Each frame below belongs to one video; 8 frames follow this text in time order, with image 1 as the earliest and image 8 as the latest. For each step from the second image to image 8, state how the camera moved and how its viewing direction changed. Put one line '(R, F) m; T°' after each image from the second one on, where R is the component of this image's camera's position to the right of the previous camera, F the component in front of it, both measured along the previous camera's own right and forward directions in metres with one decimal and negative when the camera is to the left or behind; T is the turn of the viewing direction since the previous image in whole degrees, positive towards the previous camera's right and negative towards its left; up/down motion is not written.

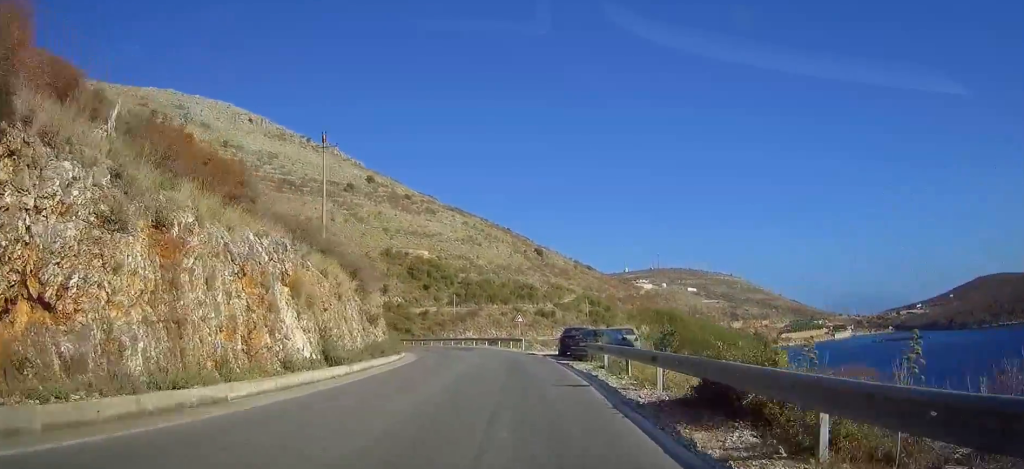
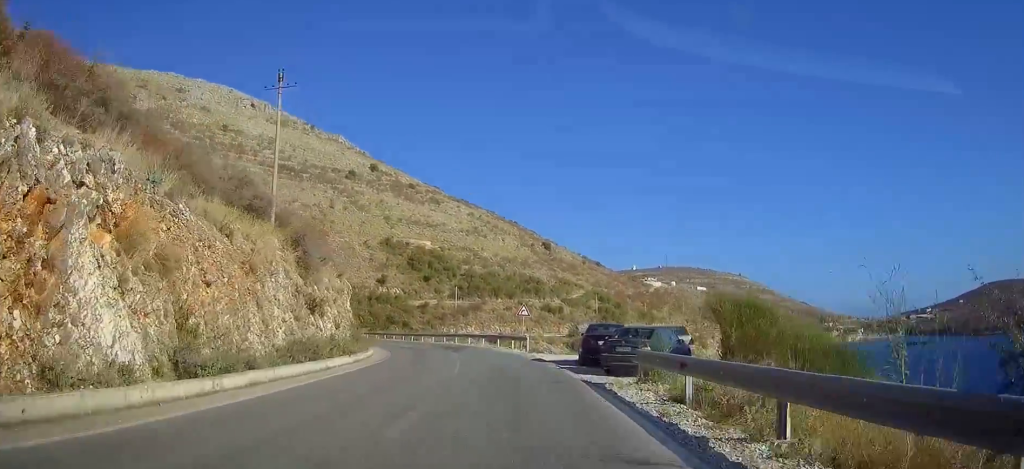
(0.0, +10.7) m; -1°
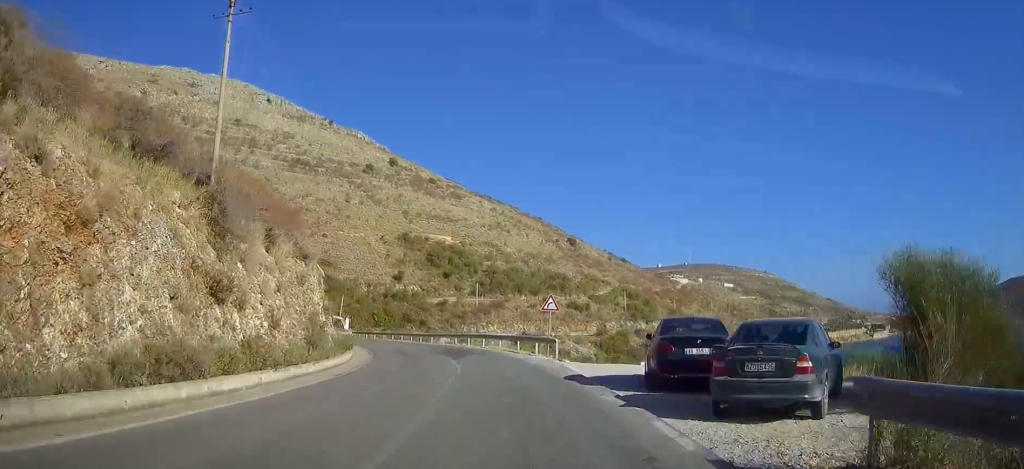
(+0.2, +10.0) m; -2°
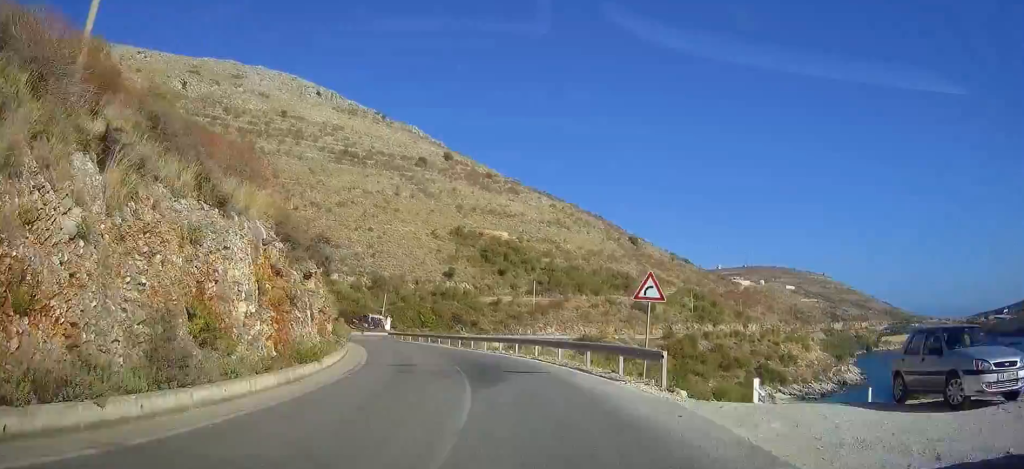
(-0.6, +12.9) m; -5°
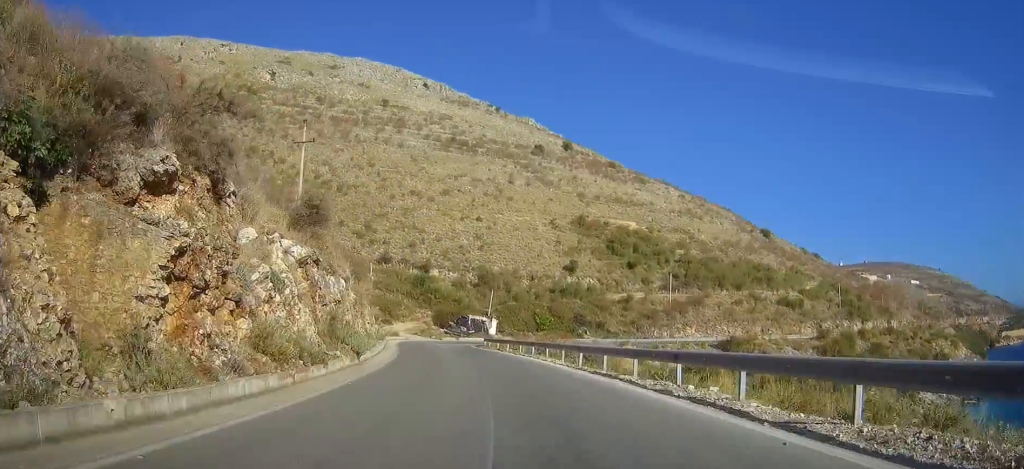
(-1.6, +22.4) m; -9°
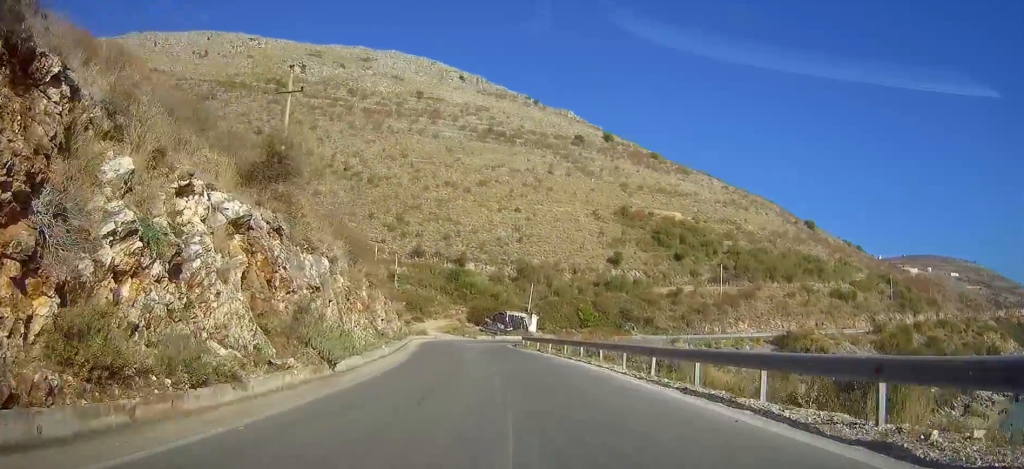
(-0.5, +7.8) m; -1°
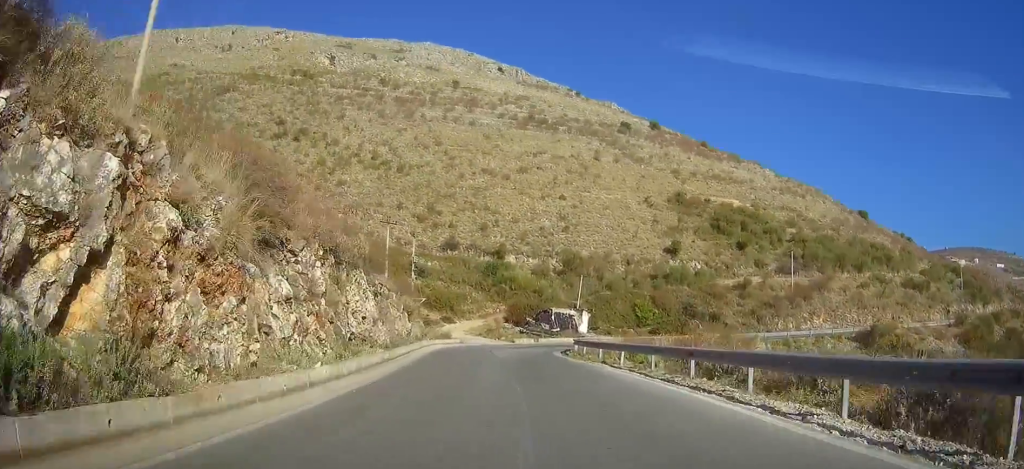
(-0.3, +13.7) m; 0°
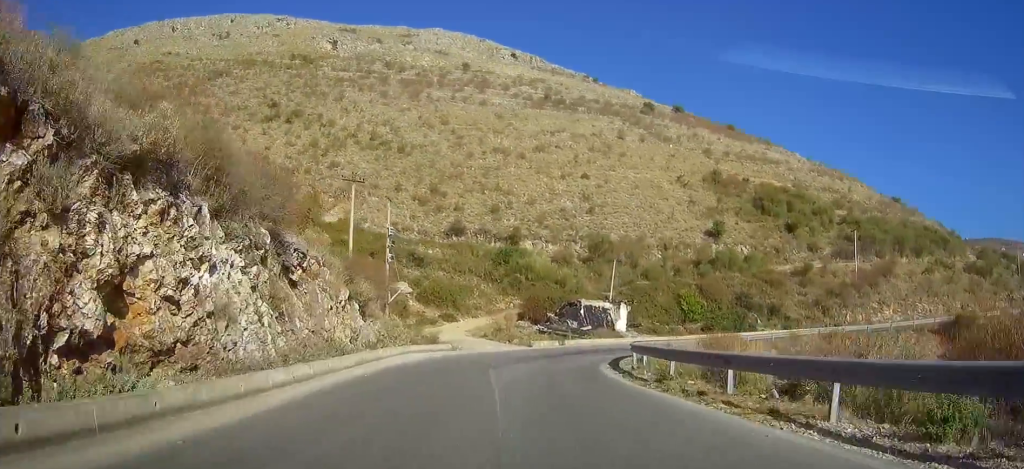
(+0.4, +15.7) m; +2°
